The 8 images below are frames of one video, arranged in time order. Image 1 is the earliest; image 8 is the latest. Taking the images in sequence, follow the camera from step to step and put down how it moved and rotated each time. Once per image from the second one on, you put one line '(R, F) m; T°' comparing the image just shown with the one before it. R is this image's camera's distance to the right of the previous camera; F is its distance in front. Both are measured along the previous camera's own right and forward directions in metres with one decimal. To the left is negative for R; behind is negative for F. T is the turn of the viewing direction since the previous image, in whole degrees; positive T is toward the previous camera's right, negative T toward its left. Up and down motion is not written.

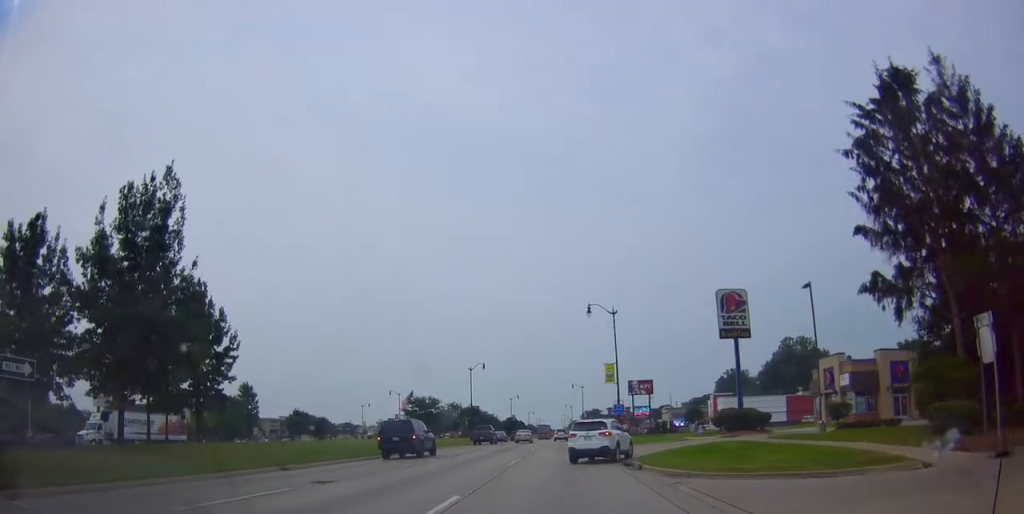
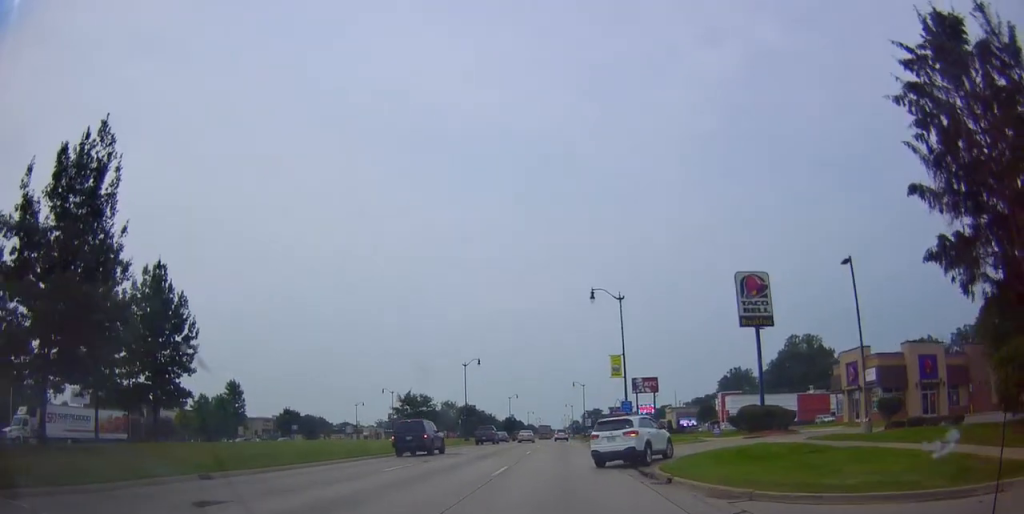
(0.0, +6.2) m; -1°
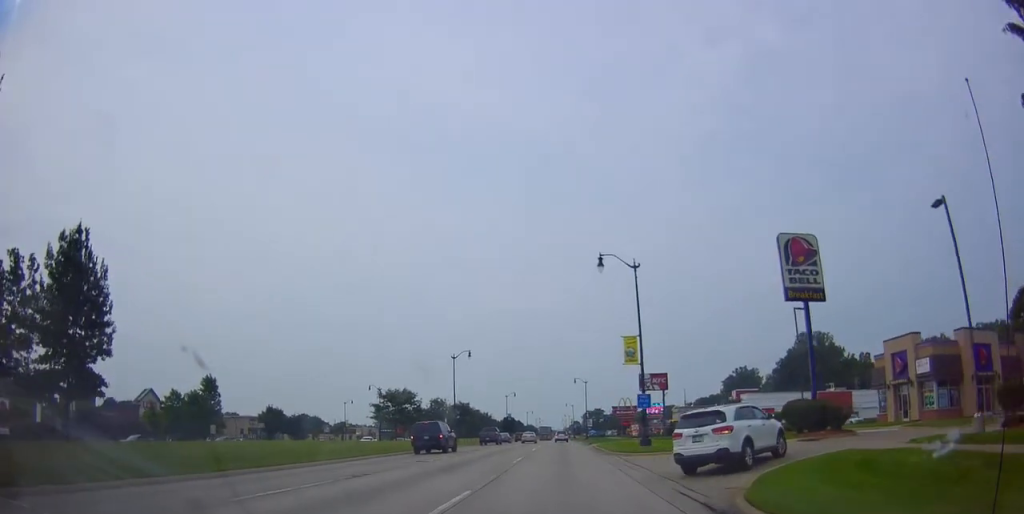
(0.0, +10.2) m; -1°
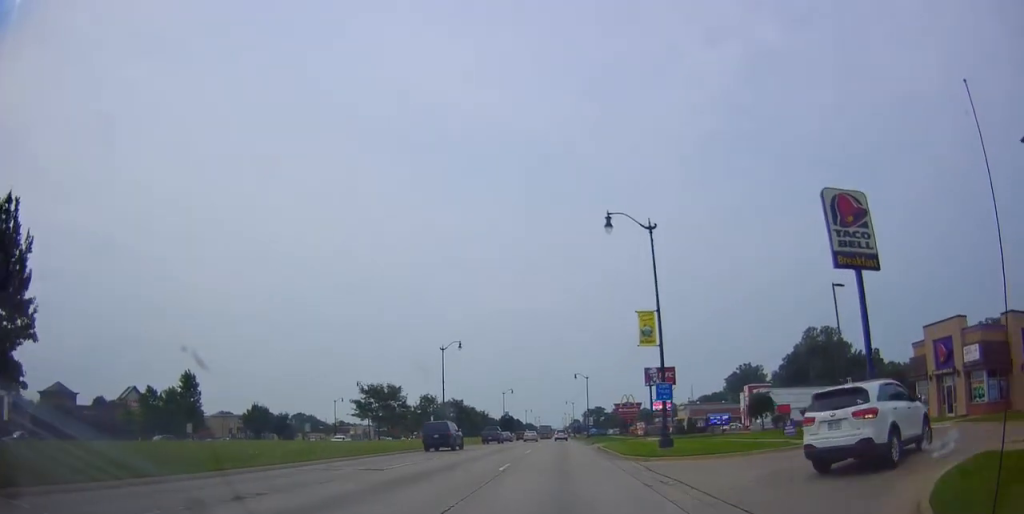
(-0.2, +7.0) m; 0°
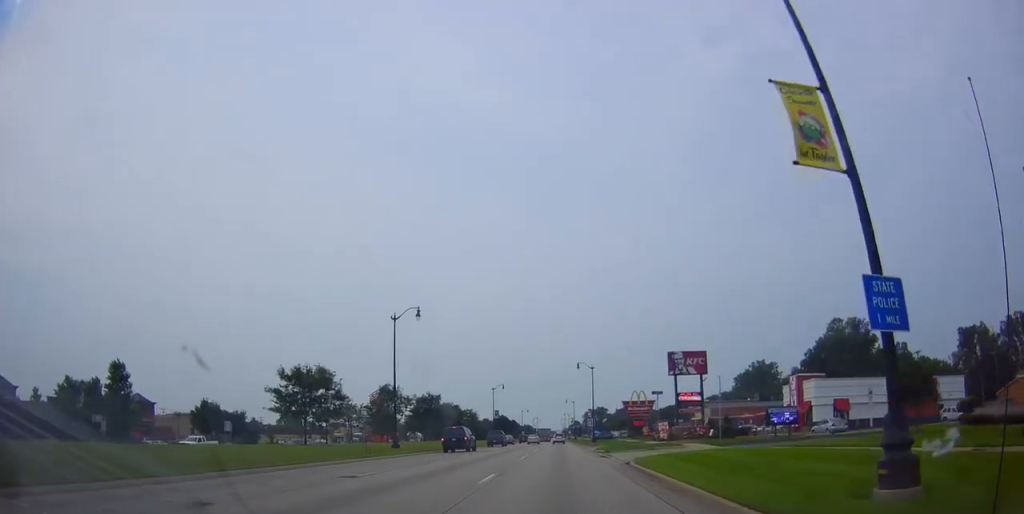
(+0.2, +18.6) m; +2°
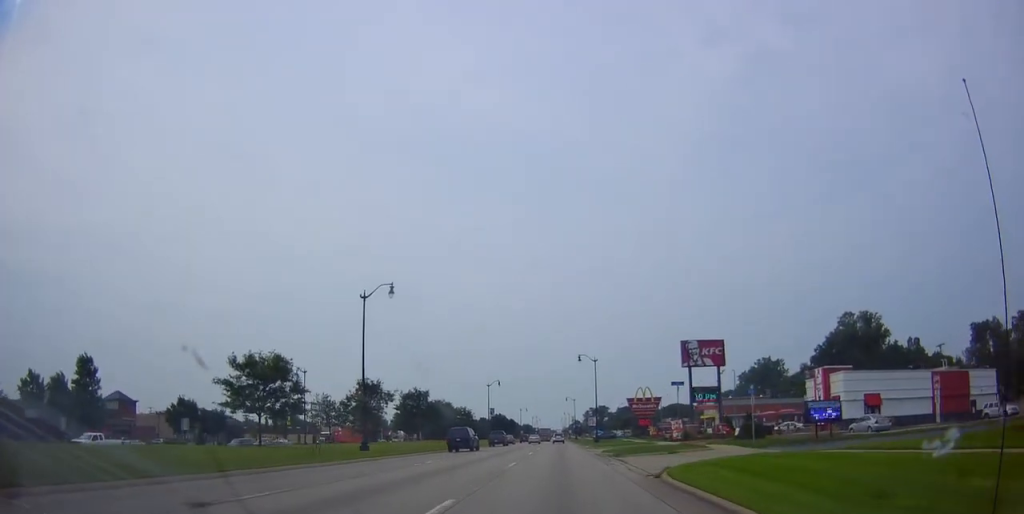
(0.0, +7.0) m; 0°
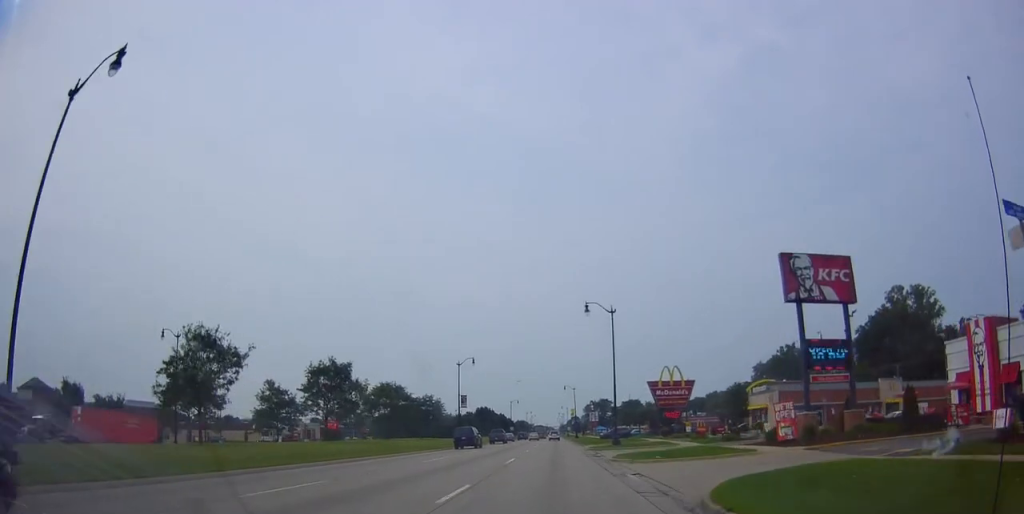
(0.0, +25.9) m; 0°
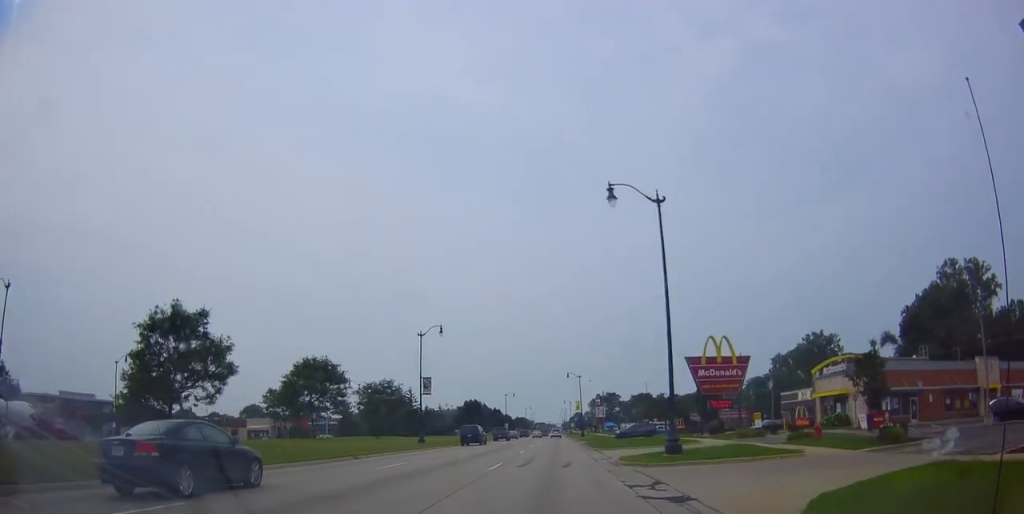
(0.0, +20.1) m; 0°
